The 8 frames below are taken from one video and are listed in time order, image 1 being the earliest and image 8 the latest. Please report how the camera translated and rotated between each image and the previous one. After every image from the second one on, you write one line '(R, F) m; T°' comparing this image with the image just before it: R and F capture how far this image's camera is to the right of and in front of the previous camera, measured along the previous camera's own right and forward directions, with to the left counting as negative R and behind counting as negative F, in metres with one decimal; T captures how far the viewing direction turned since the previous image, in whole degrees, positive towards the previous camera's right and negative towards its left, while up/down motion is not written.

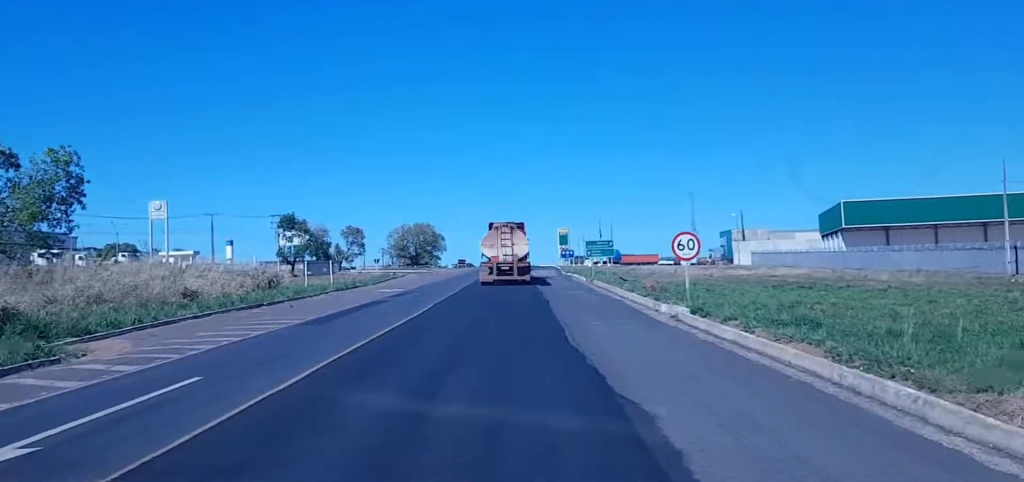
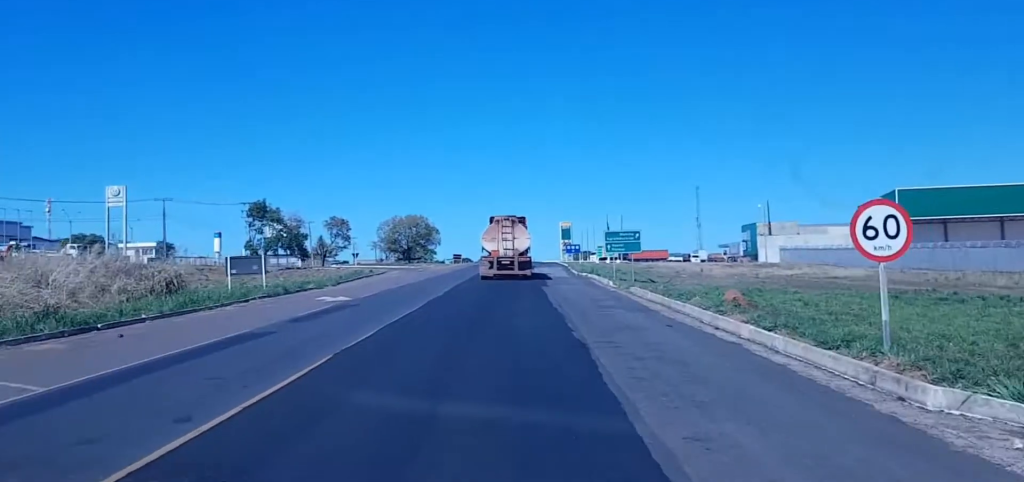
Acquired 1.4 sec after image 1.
(0.0, +18.9) m; -1°
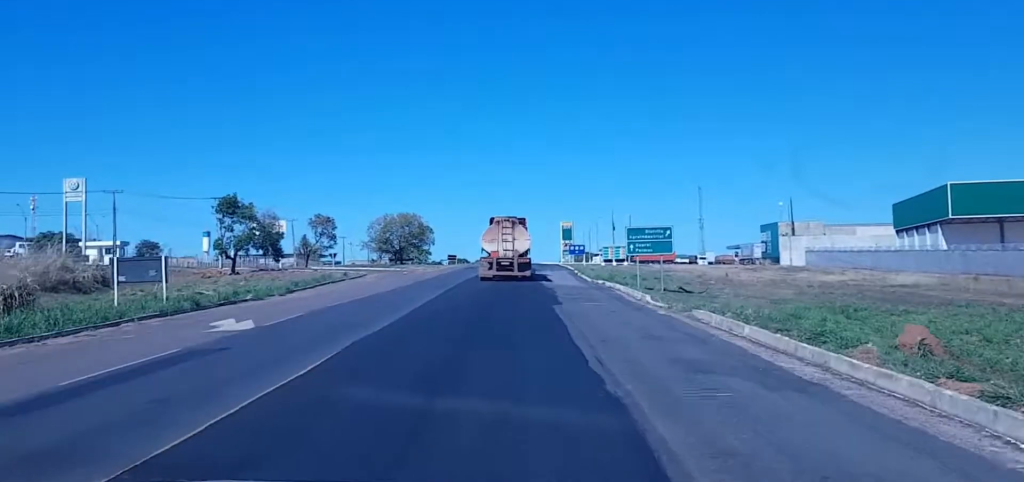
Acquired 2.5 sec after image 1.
(-0.3, +14.6) m; -1°
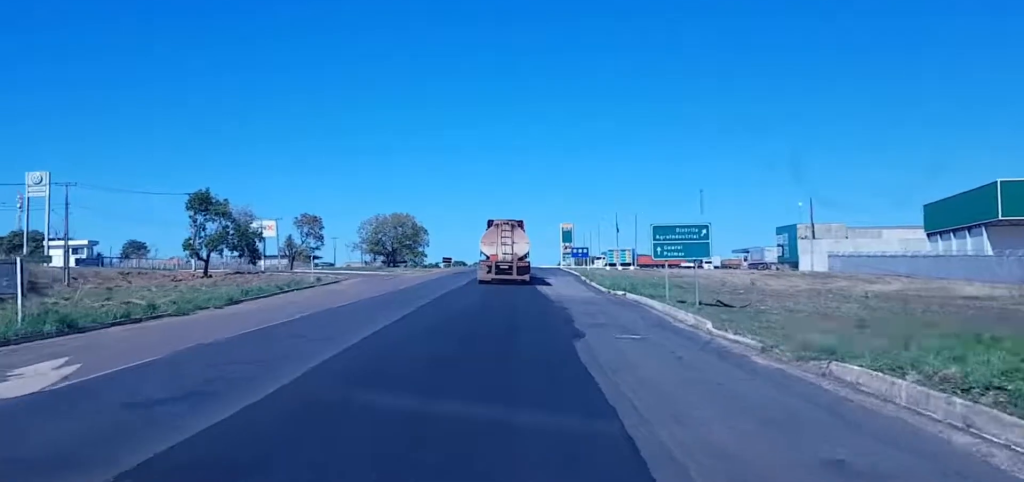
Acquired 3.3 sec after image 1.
(-0.1, +11.0) m; +1°
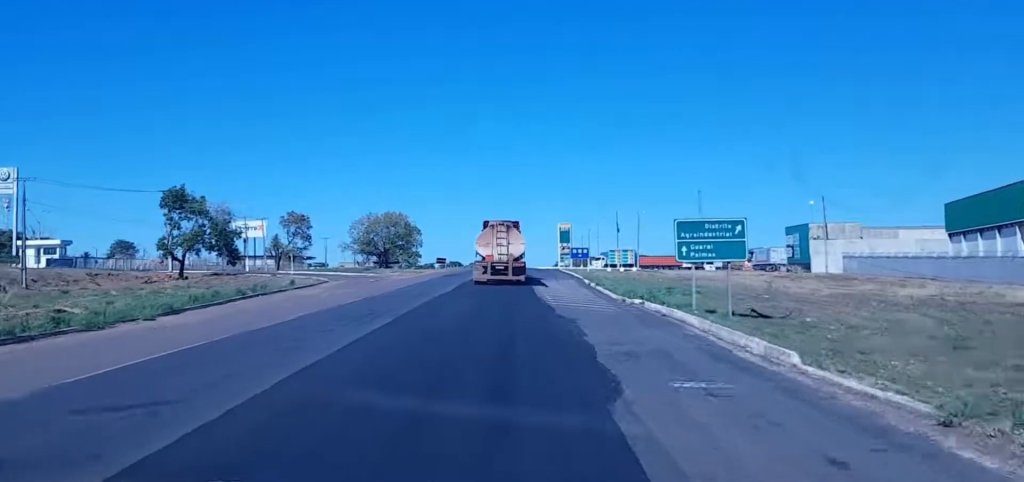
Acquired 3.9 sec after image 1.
(+0.2, +7.5) m; +2°
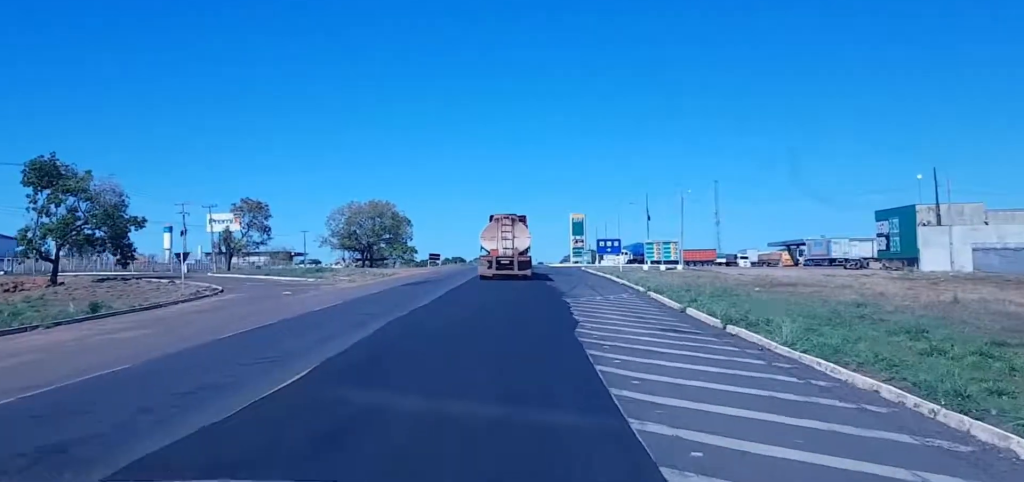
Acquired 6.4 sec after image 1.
(+0.1, +32.8) m; -1°
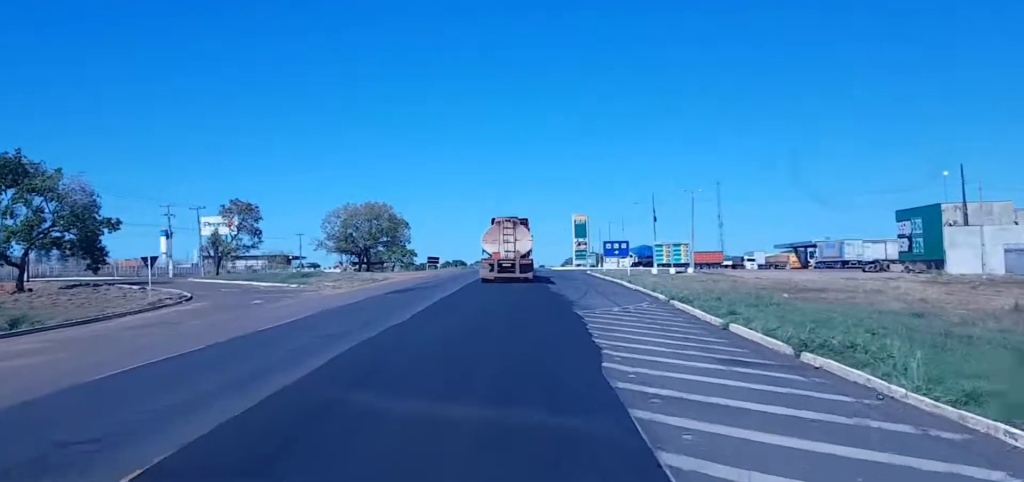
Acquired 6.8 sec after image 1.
(0.0, +5.7) m; 0°
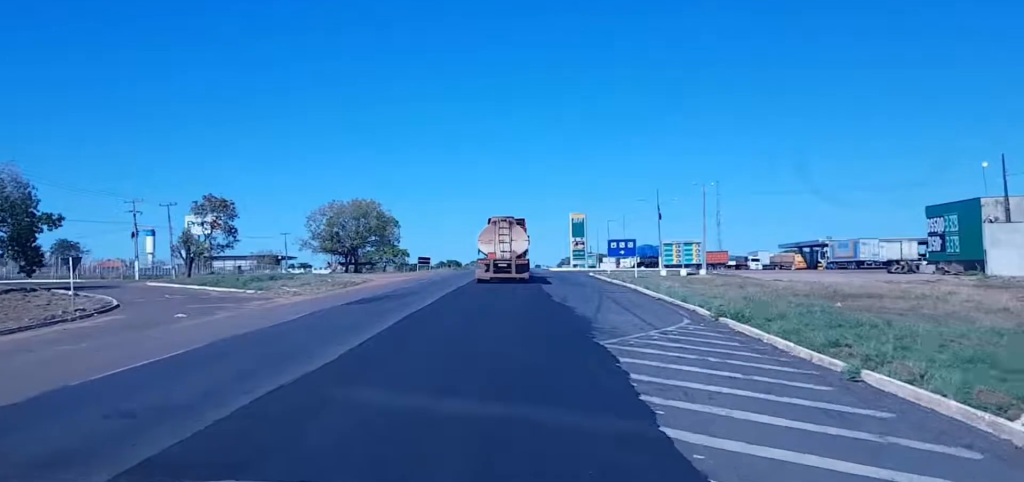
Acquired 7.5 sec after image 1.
(0.0, +9.3) m; 0°
